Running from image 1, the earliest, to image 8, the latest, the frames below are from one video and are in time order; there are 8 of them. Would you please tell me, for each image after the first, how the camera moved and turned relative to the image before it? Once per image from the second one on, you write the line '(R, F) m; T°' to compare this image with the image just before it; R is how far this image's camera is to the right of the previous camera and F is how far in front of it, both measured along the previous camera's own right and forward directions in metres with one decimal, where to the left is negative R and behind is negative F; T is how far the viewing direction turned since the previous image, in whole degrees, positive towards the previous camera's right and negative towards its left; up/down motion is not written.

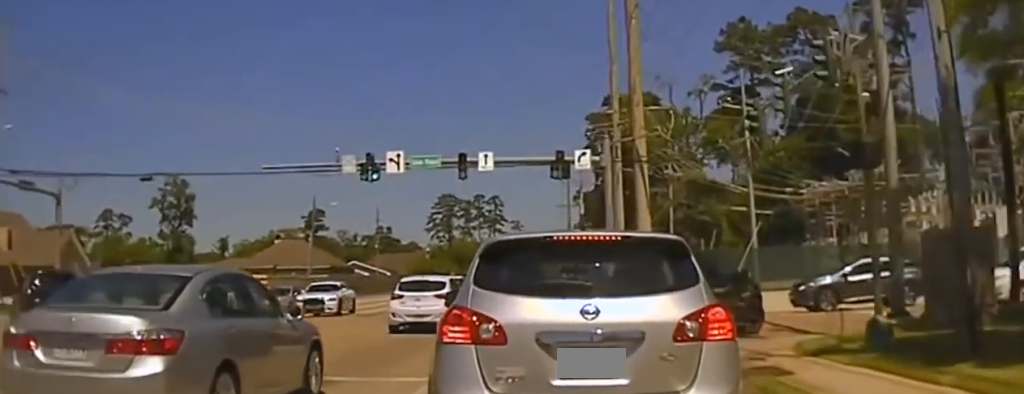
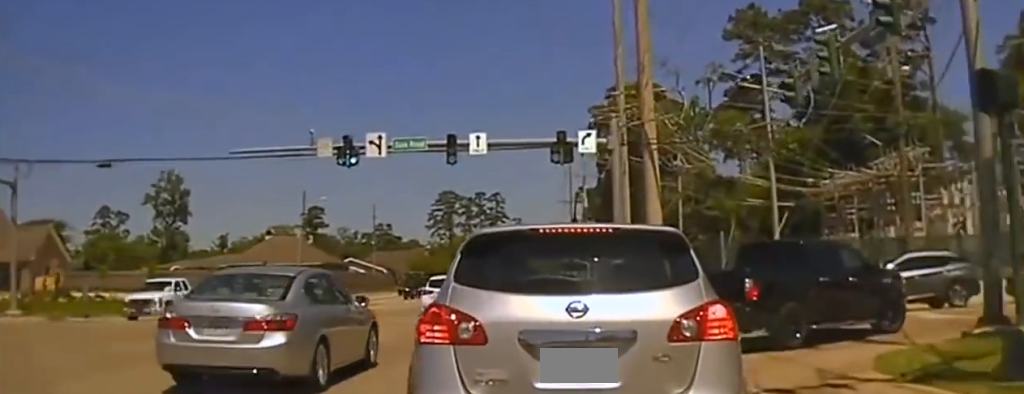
(0.0, +2.8) m; -3°
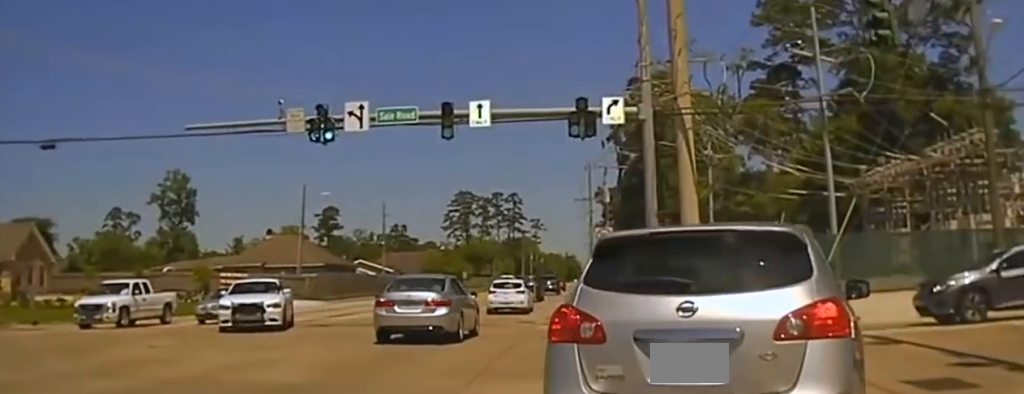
(-0.3, +4.5) m; +15°
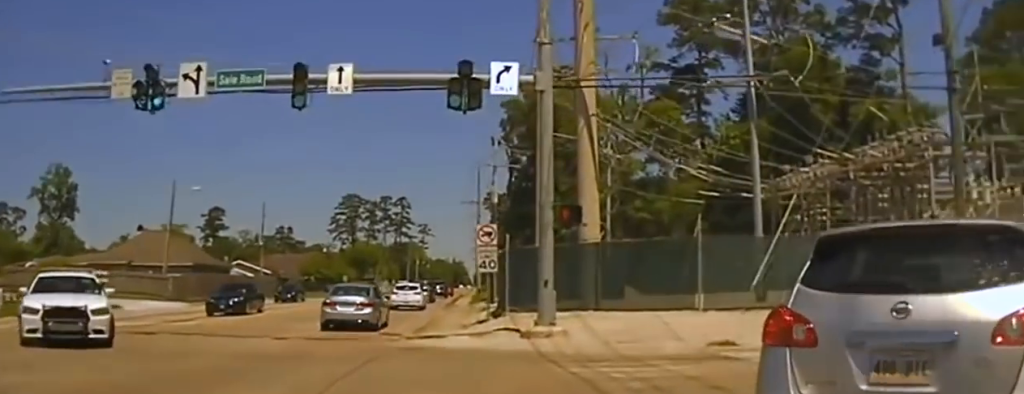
(+1.2, +3.2) m; +35°
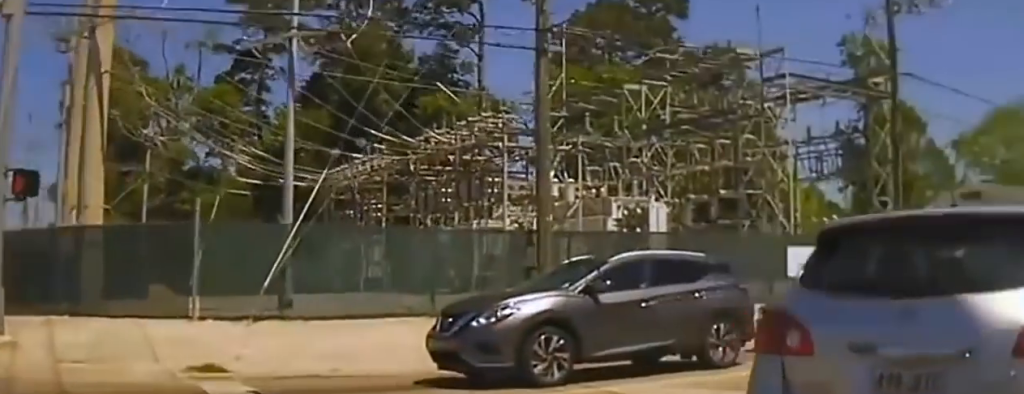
(+1.2, +5.6) m; +23°
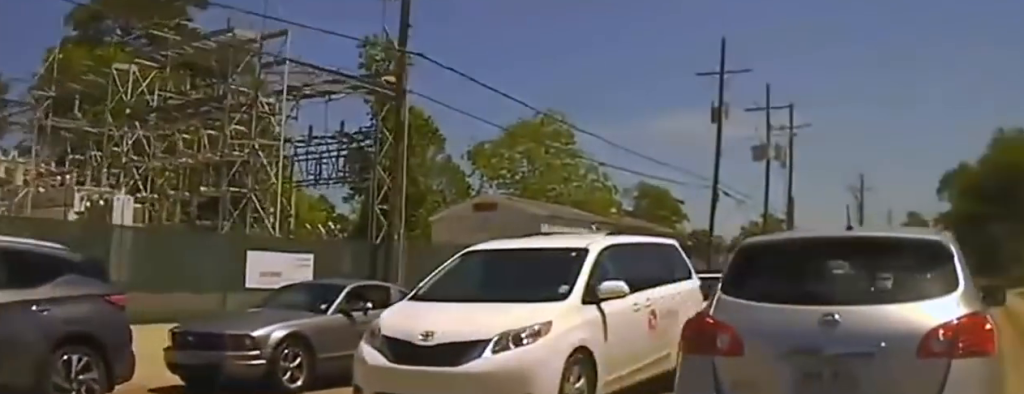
(+1.1, +6.8) m; +15°
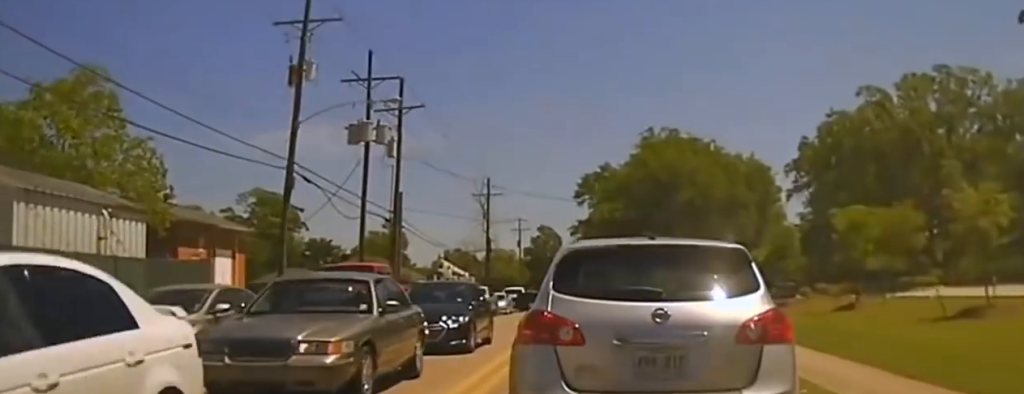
(+0.7, +11.8) m; +2°
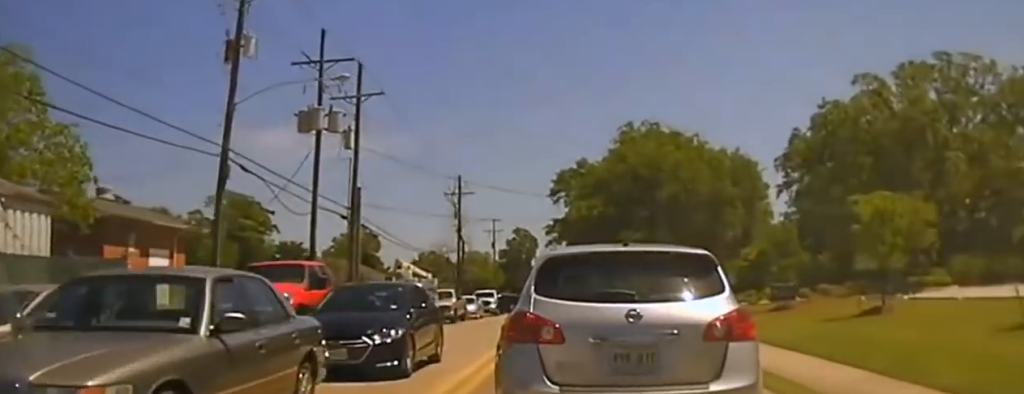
(-0.1, +4.7) m; 0°
